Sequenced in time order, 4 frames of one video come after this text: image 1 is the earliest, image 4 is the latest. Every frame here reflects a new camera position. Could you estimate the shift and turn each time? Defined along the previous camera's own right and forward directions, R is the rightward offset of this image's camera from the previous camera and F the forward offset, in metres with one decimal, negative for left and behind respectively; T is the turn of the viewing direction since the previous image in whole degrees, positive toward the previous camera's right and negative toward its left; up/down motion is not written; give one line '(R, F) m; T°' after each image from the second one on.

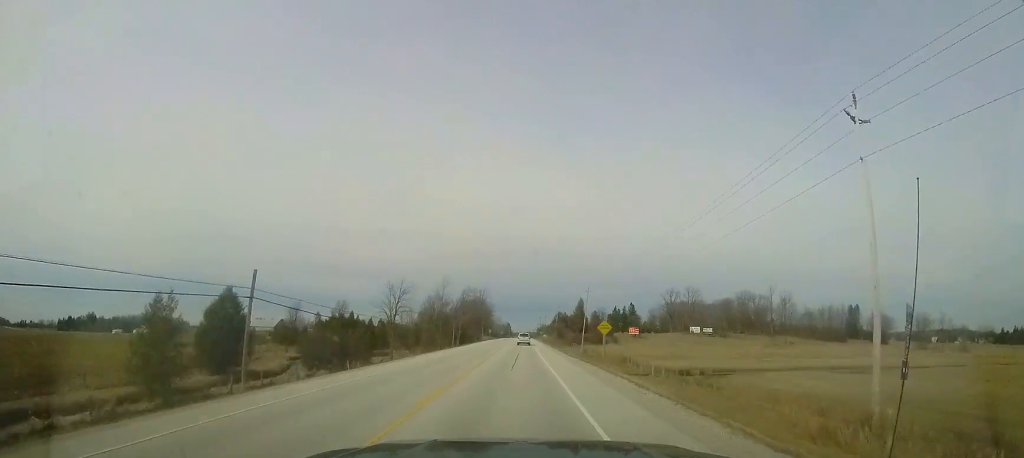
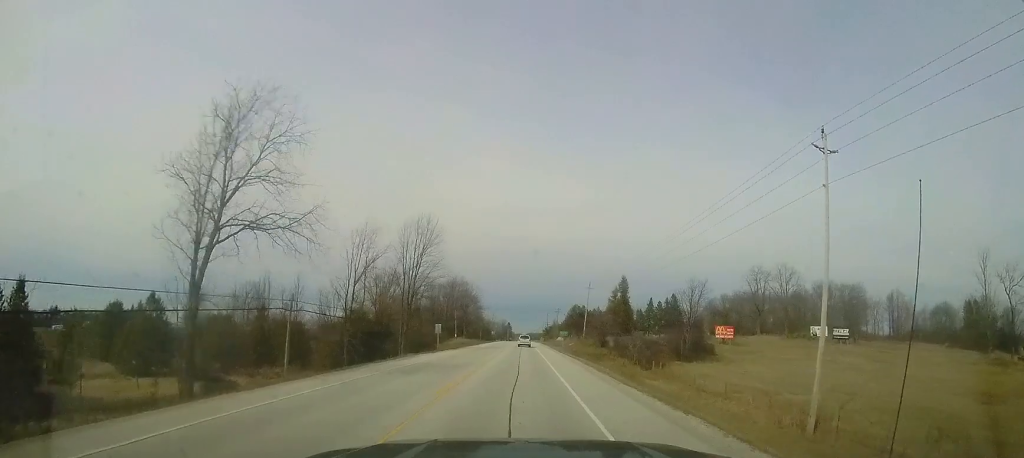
(+0.3, +62.5) m; 0°
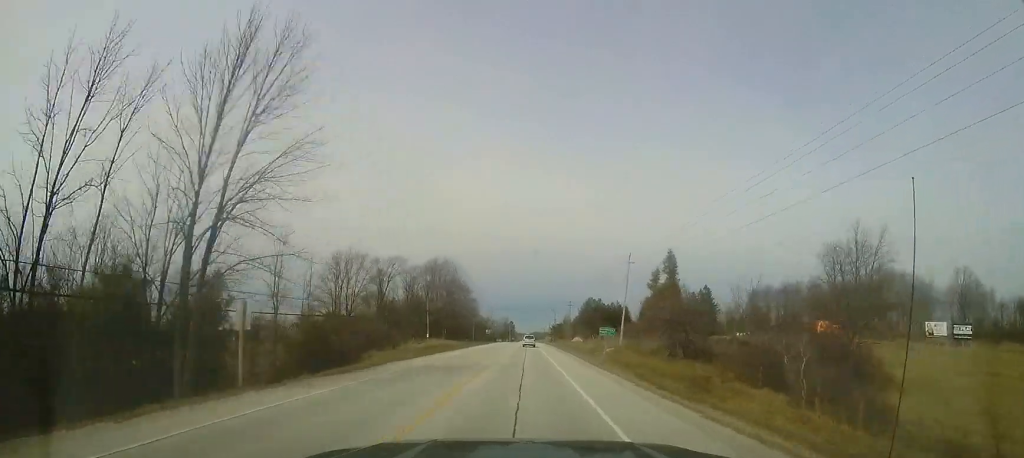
(+0.1, +27.7) m; +1°
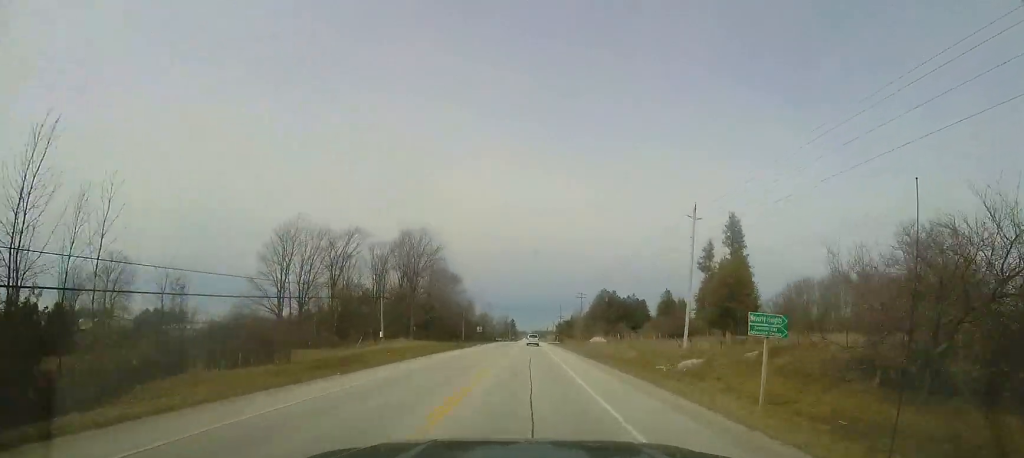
(+0.1, +19.6) m; 0°
